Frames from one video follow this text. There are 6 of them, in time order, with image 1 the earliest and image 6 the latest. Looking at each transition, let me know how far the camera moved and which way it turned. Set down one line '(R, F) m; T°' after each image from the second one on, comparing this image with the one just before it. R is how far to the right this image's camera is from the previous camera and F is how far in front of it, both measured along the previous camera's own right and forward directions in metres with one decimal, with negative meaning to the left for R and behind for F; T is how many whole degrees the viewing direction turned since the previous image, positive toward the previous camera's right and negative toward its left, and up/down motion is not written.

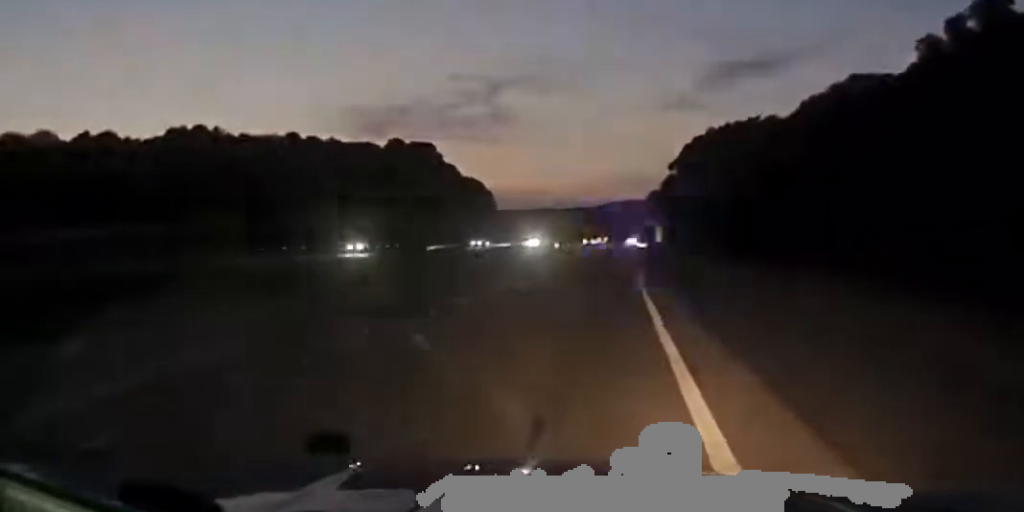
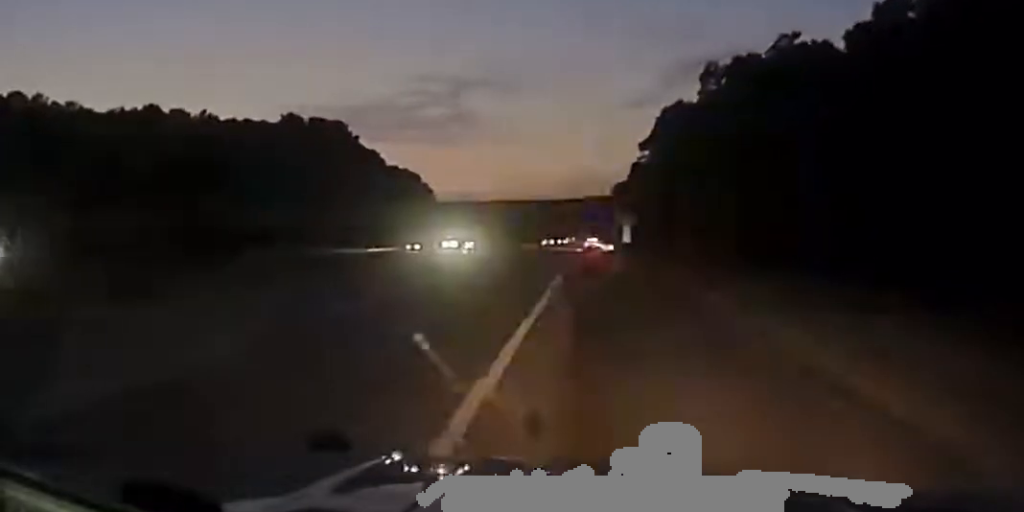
(+0.9, +54.5) m; +2°
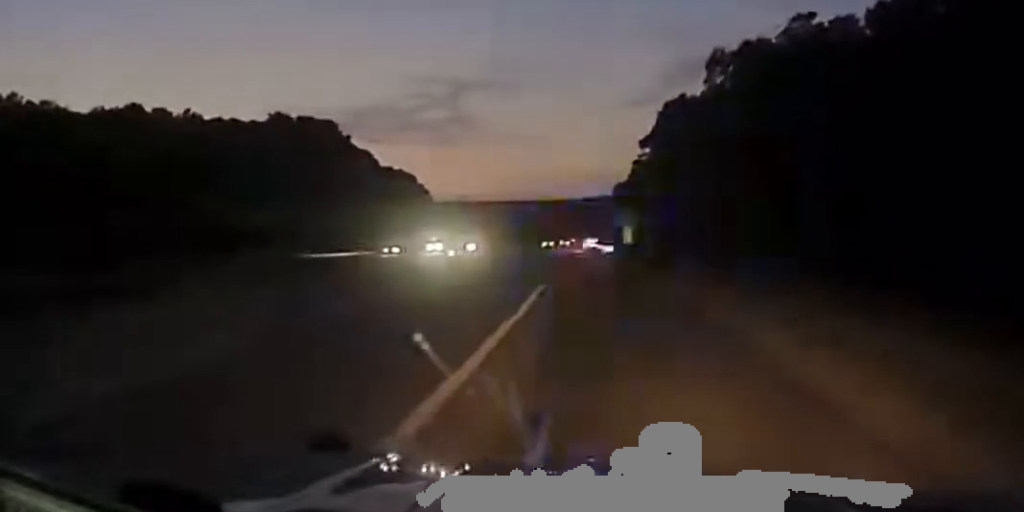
(0.0, +6.7) m; 0°
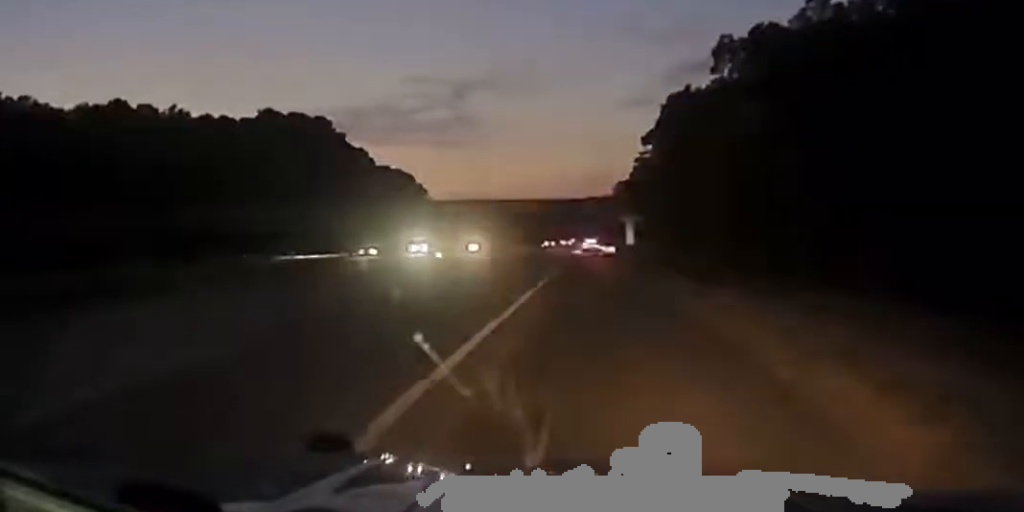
(0.0, +5.6) m; 0°
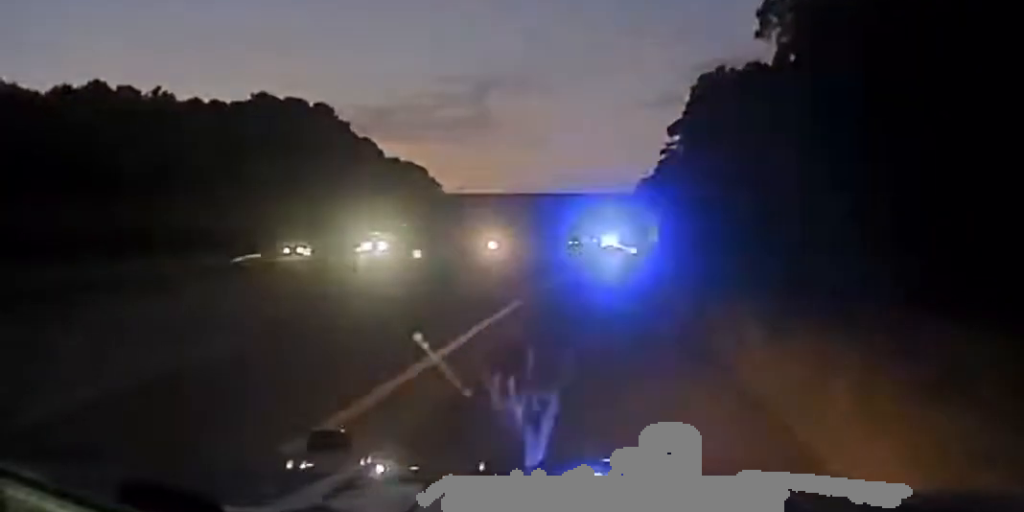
(-0.1, +14.5) m; -1°
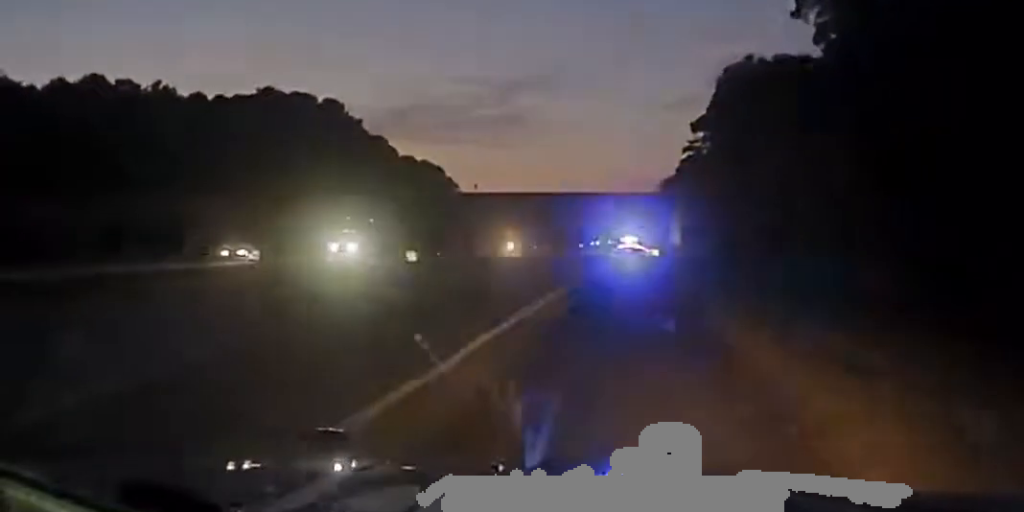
(-0.1, +7.4) m; -1°
